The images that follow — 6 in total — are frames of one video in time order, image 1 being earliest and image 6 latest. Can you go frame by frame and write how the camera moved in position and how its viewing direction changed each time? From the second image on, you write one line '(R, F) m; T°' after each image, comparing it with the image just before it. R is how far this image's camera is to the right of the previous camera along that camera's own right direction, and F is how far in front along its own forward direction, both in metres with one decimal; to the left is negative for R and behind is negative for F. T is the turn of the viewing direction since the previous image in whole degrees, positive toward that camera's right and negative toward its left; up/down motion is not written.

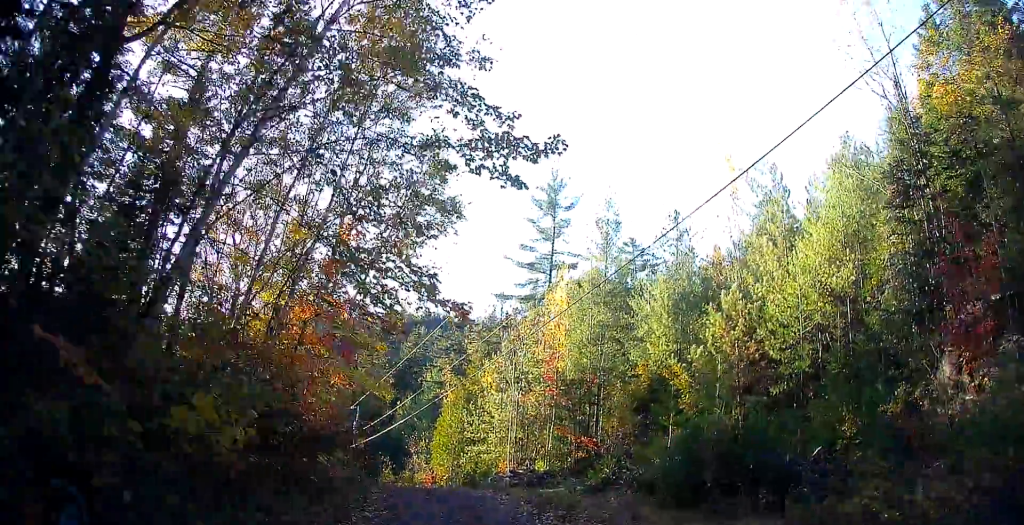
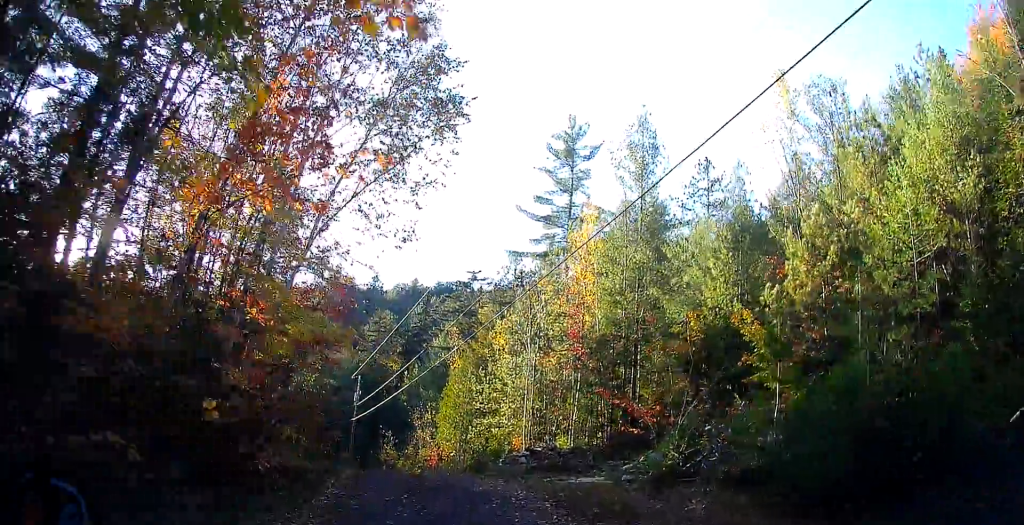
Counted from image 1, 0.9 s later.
(+0.1, +5.6) m; -2°
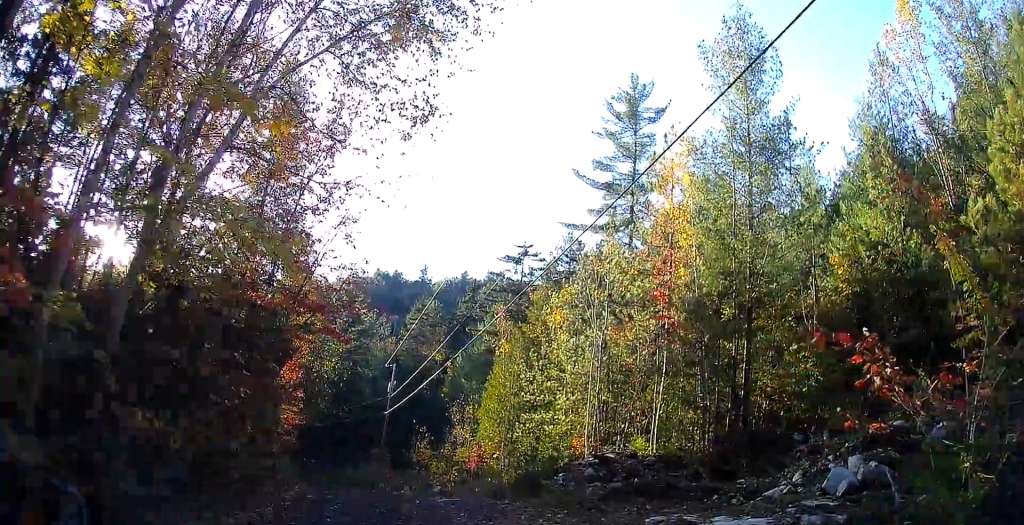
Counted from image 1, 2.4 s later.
(-0.5, +7.3) m; -2°
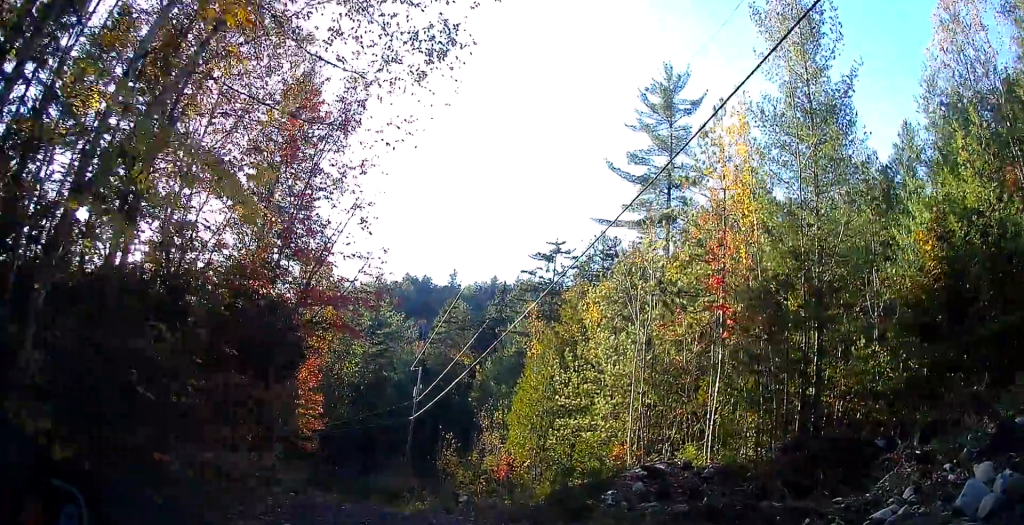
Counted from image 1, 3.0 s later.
(+0.3, +2.4) m; -3°
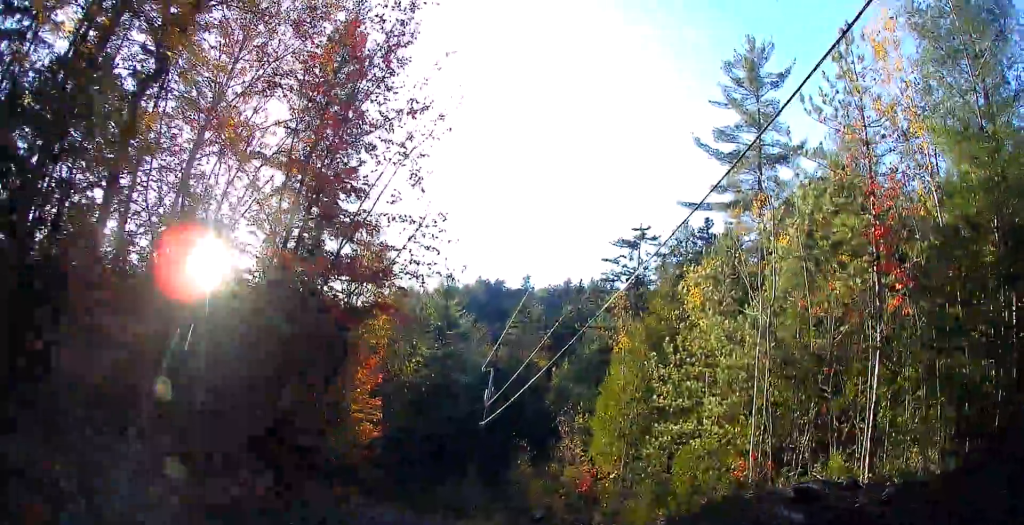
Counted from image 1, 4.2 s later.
(-0.5, +4.5) m; -13°
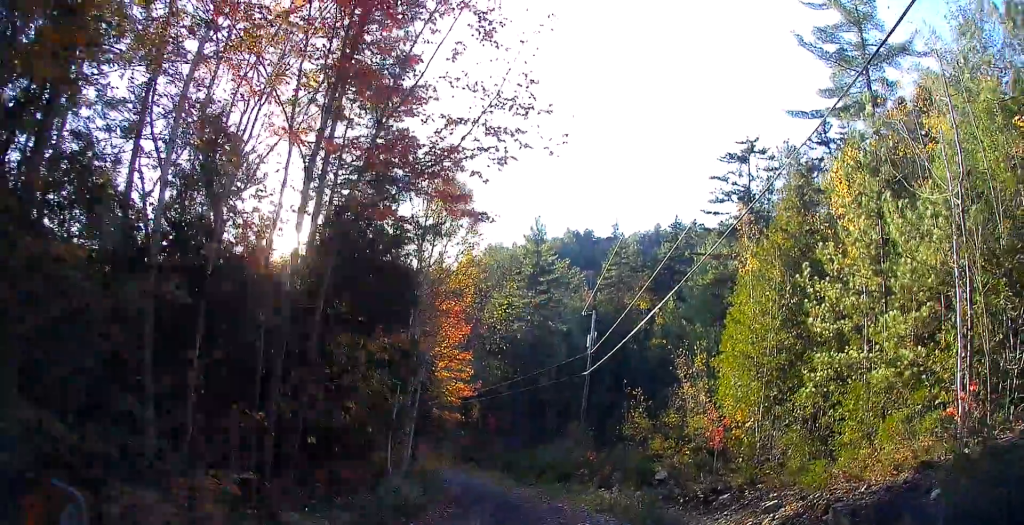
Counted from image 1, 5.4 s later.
(-0.2, +4.6) m; -2°
